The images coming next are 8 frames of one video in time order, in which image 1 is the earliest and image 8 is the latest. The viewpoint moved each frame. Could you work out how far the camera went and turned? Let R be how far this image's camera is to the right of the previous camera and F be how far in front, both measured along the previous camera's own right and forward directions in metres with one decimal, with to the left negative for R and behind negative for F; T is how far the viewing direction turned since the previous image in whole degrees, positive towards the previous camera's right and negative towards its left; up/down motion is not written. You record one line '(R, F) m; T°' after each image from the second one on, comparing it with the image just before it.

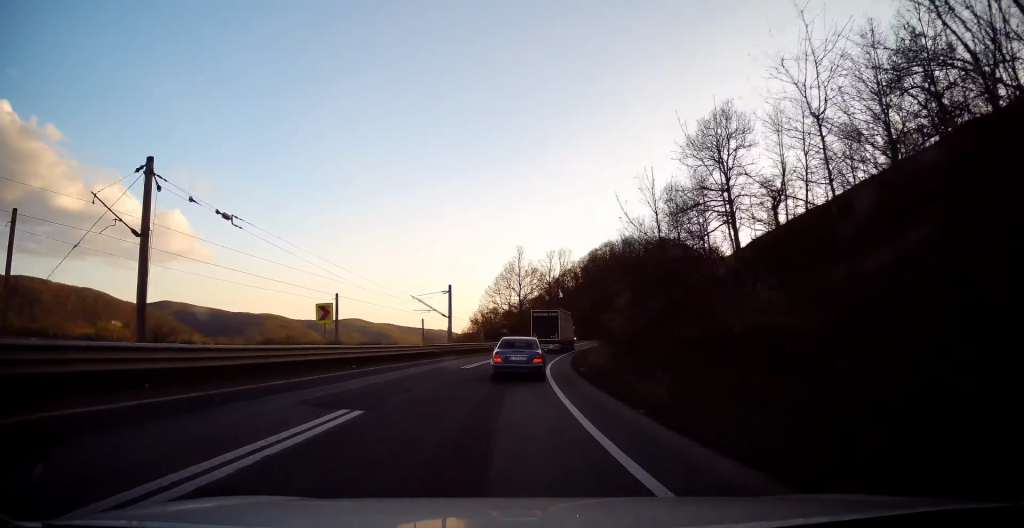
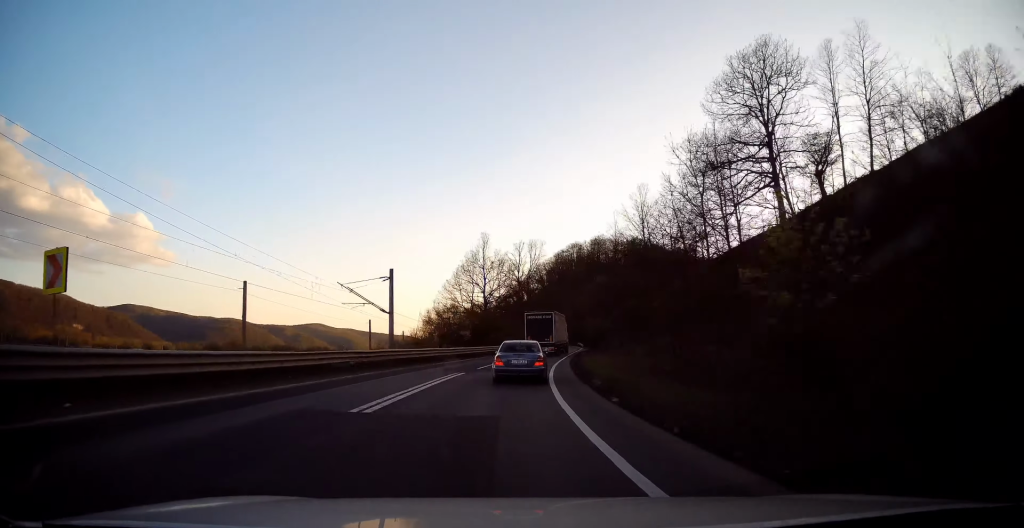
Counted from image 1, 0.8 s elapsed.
(+0.4, +14.6) m; +4°
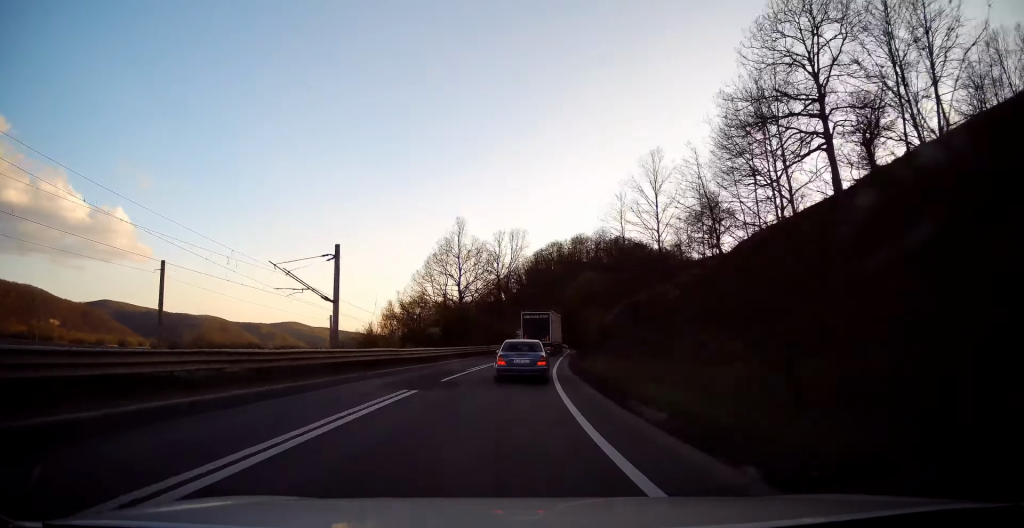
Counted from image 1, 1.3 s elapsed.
(+0.2, +9.1) m; +3°
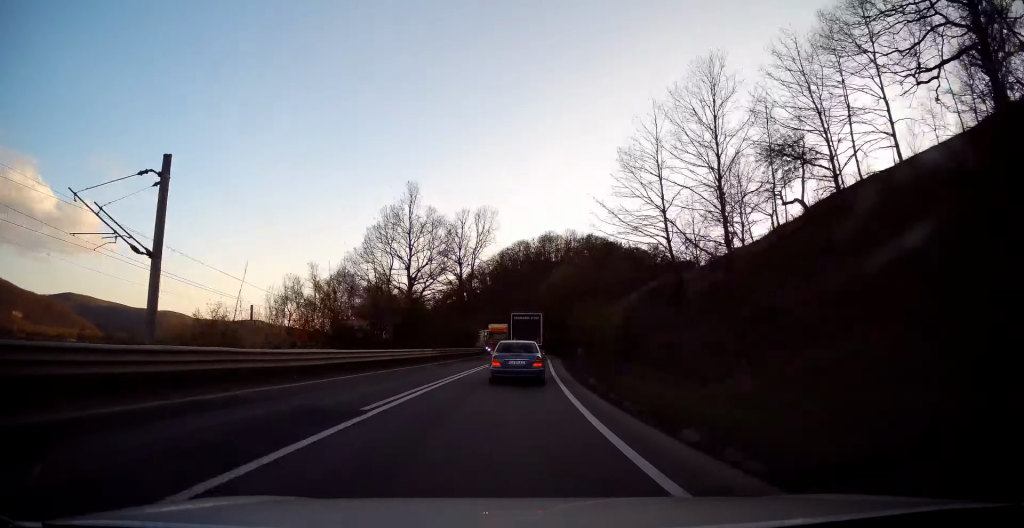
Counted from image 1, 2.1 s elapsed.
(+0.7, +14.6) m; +3°
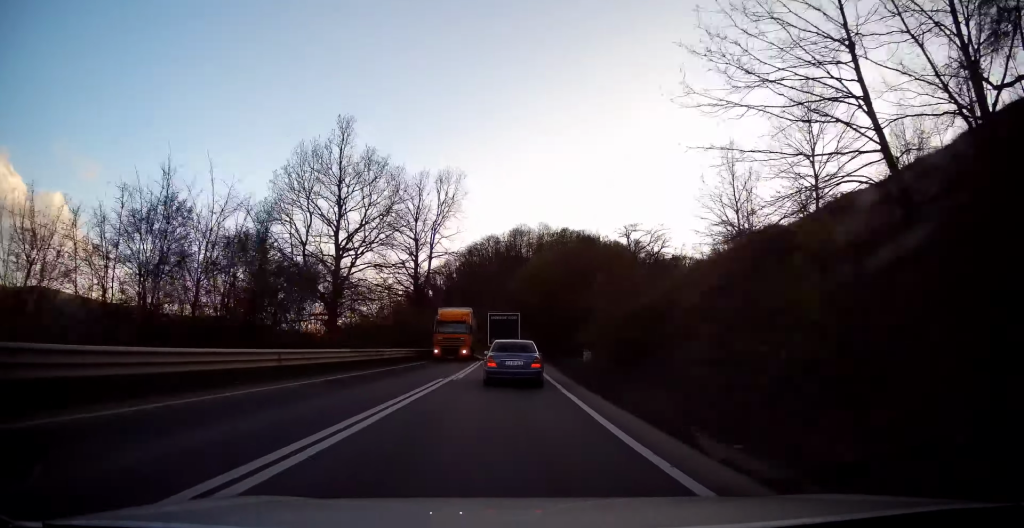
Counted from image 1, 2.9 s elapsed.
(+0.3, +14.9) m; +4°
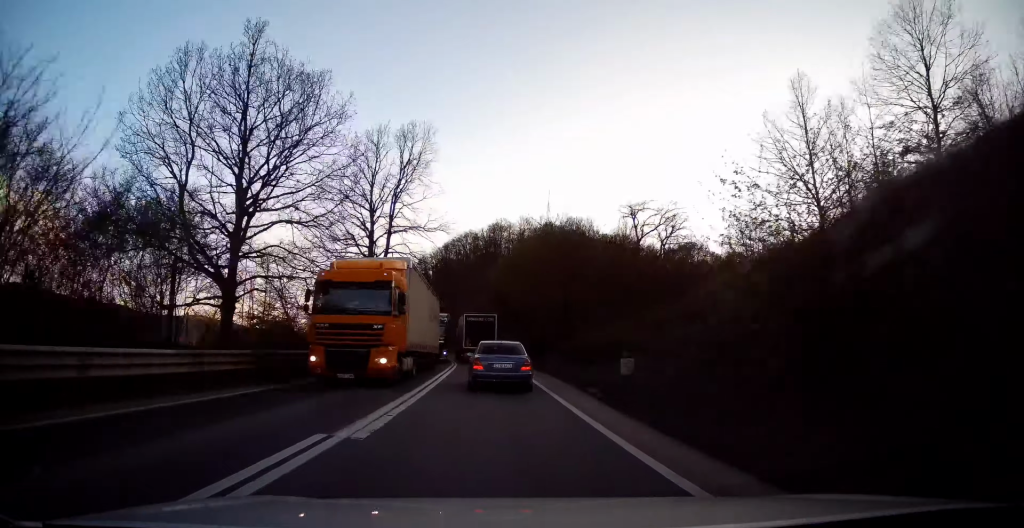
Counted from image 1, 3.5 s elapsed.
(-0.1, +11.9) m; +3°
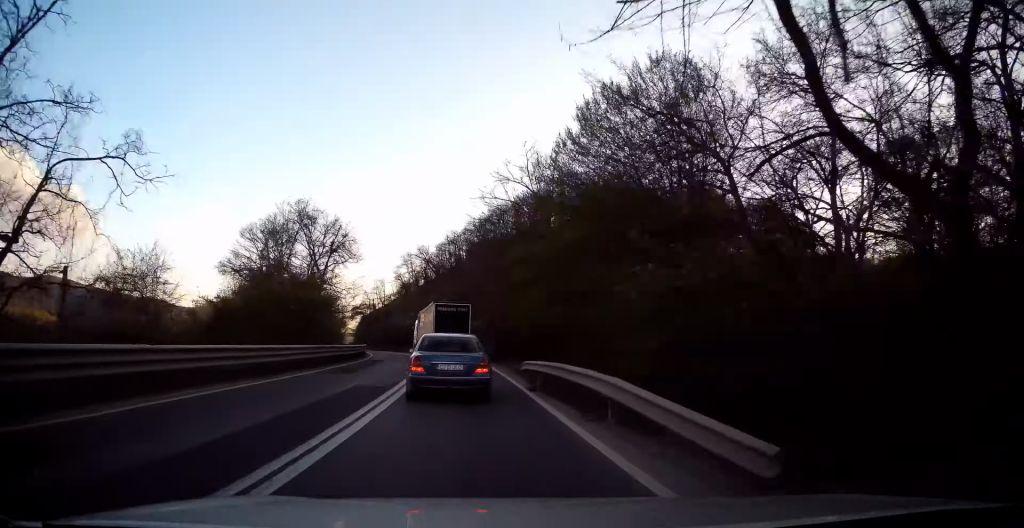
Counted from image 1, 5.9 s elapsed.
(+1.2, +43.6) m; -2°
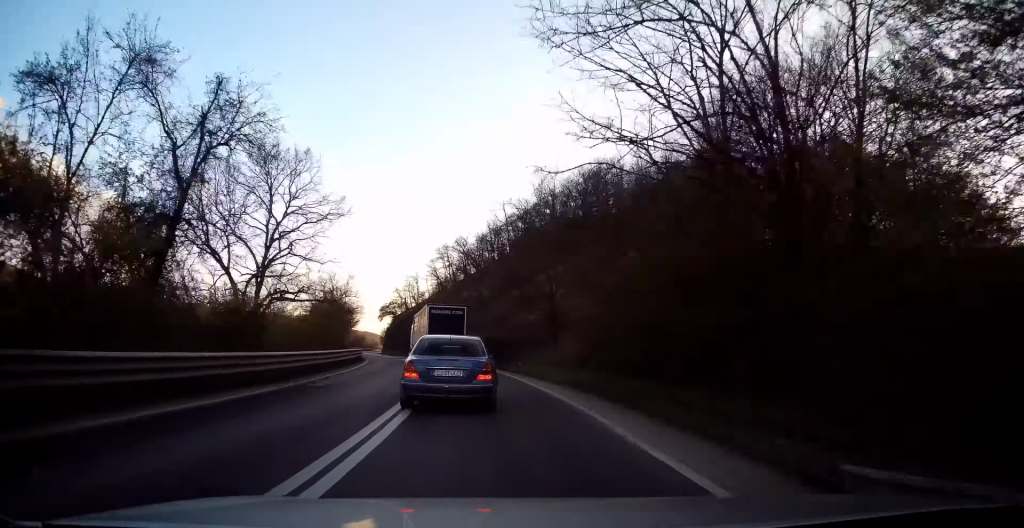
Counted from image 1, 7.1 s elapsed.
(-0.9, +20.3) m; -4°
